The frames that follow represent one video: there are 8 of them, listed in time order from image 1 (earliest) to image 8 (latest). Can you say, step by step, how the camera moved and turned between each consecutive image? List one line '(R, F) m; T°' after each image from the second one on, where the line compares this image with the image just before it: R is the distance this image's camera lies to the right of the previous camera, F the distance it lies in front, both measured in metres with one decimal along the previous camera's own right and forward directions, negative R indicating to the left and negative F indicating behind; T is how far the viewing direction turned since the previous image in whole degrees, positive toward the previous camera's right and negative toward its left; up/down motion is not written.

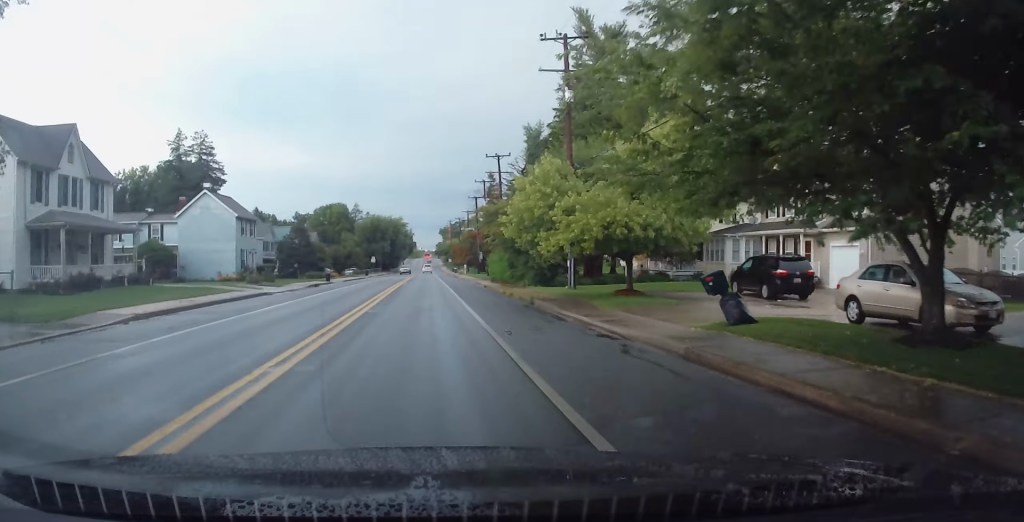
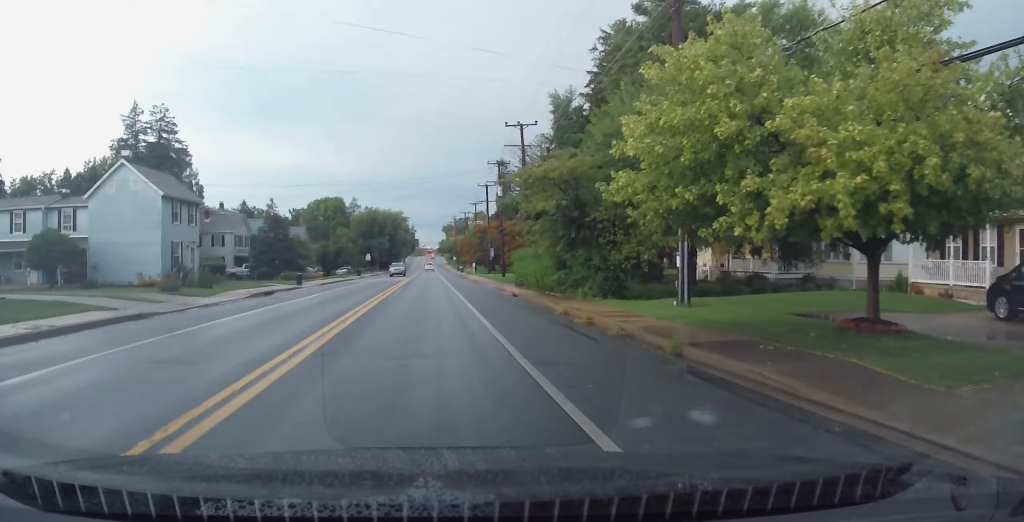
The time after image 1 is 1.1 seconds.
(-0.6, +15.3) m; -3°
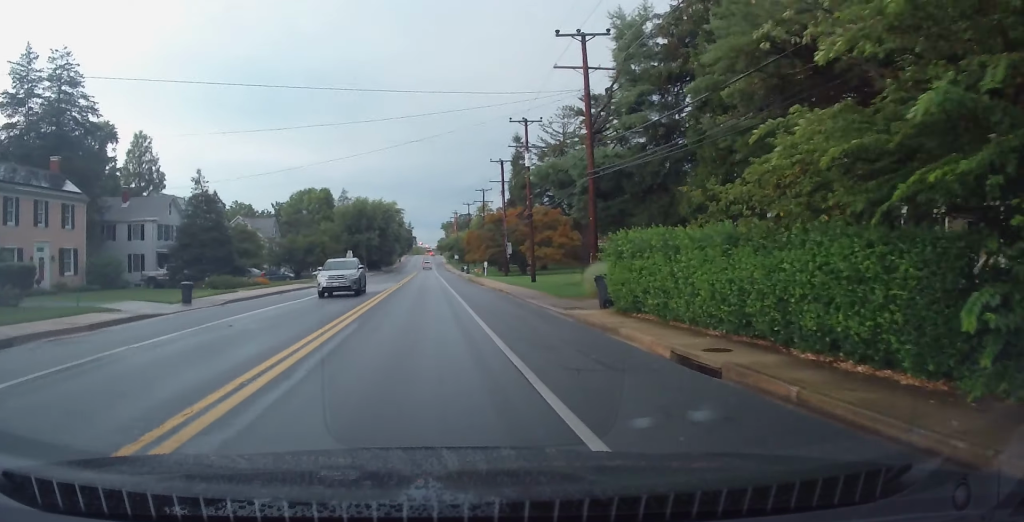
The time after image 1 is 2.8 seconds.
(+0.6, +22.7) m; 0°
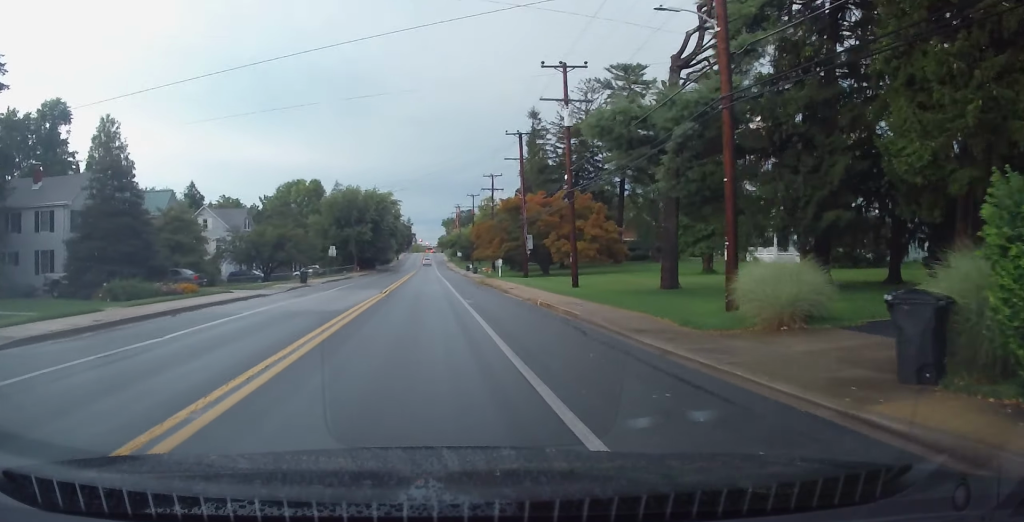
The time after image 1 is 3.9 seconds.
(-1.2, +15.1) m; -2°
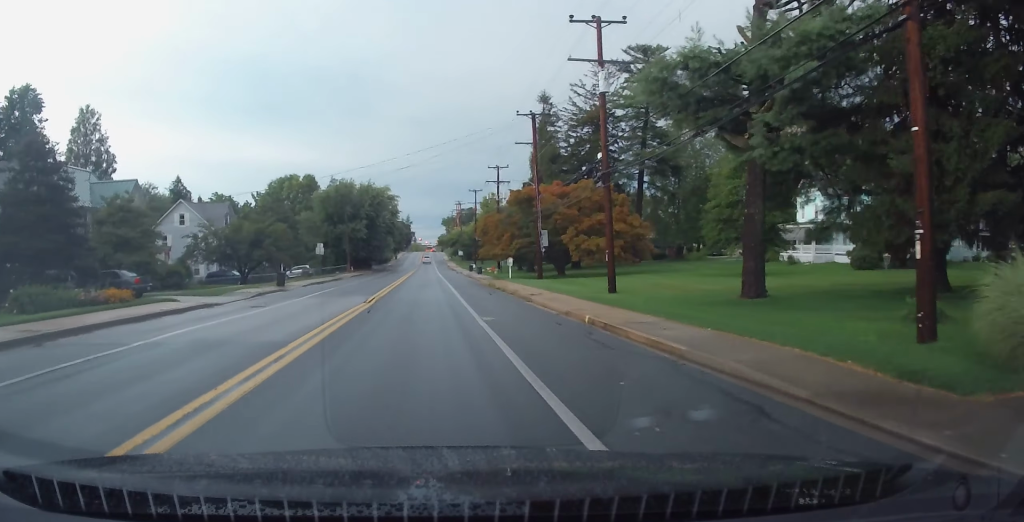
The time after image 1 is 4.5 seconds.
(+0.5, +7.7) m; +1°
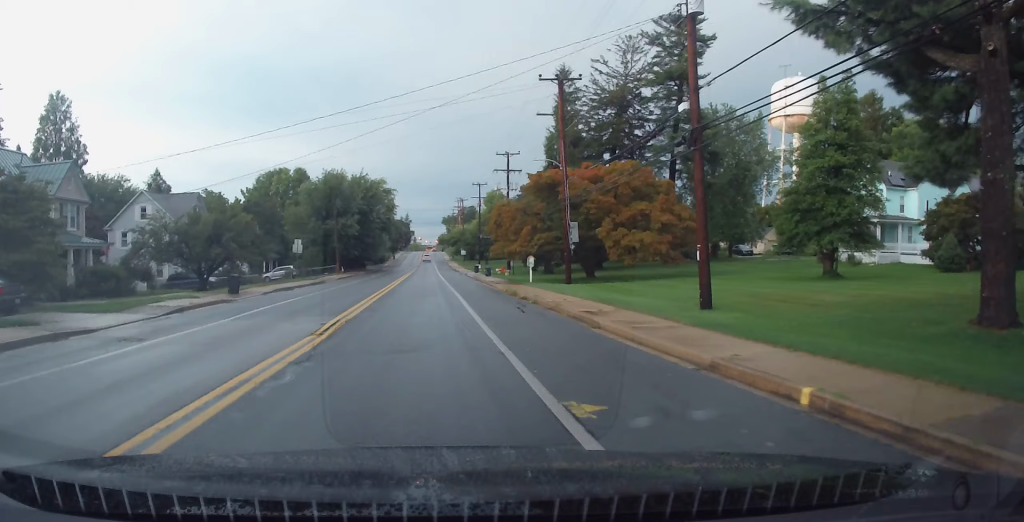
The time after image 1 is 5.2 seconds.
(+0.2, +10.4) m; +1°
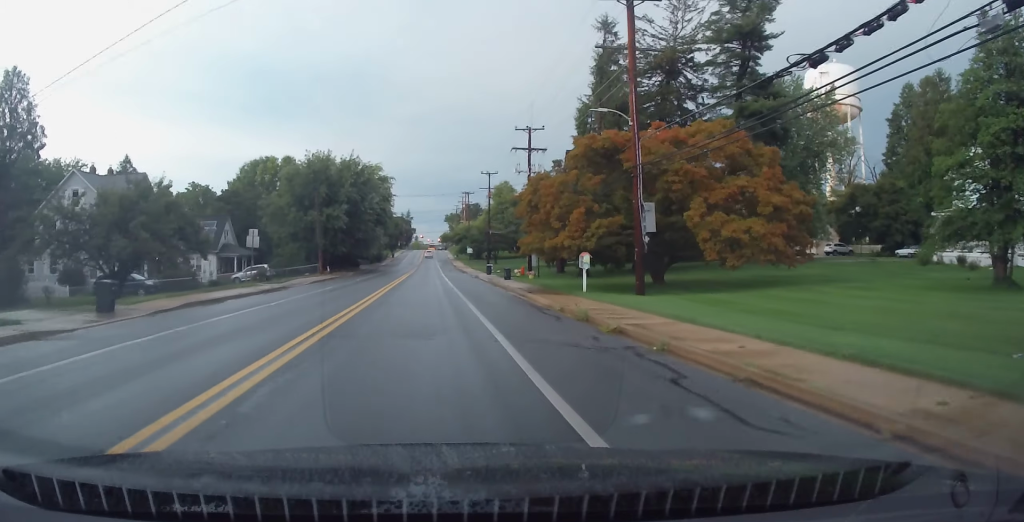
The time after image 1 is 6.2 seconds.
(-0.1, +13.6) m; +1°
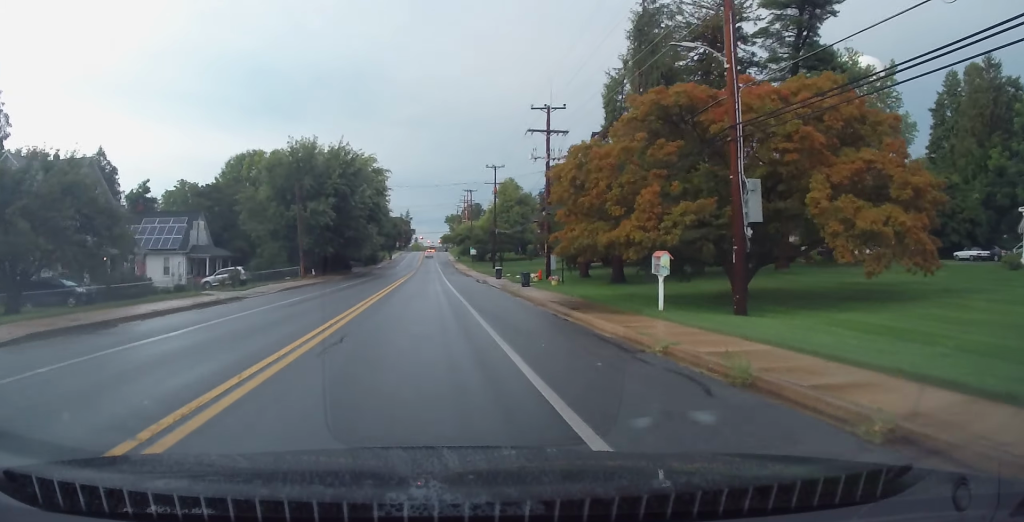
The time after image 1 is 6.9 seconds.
(+0.2, +9.0) m; +1°
